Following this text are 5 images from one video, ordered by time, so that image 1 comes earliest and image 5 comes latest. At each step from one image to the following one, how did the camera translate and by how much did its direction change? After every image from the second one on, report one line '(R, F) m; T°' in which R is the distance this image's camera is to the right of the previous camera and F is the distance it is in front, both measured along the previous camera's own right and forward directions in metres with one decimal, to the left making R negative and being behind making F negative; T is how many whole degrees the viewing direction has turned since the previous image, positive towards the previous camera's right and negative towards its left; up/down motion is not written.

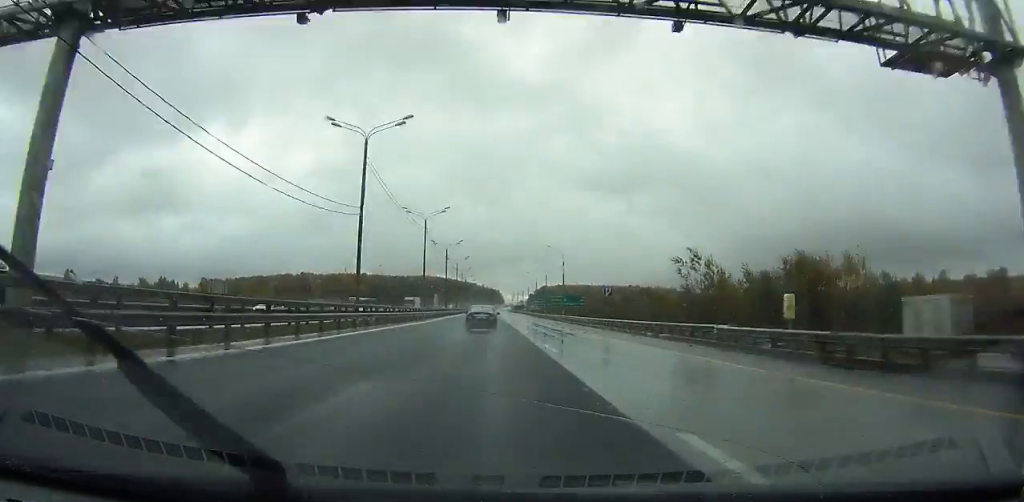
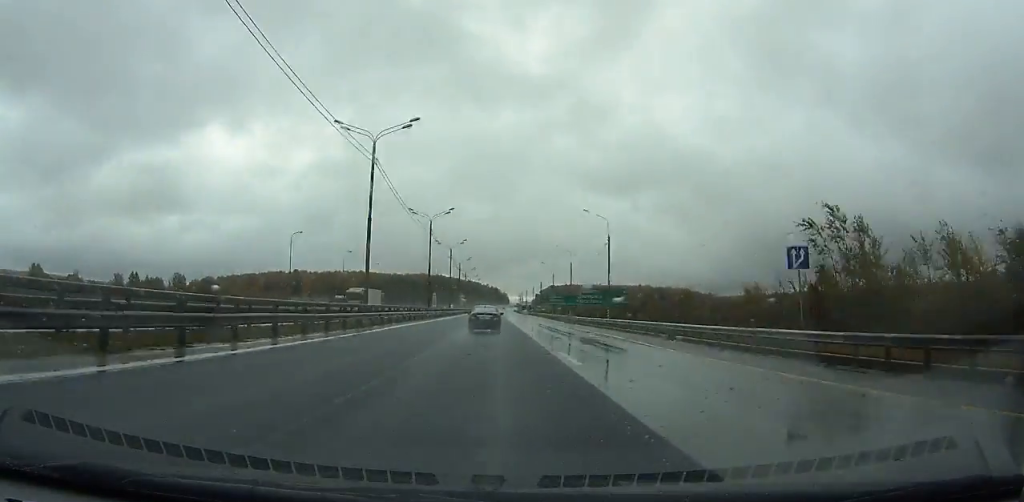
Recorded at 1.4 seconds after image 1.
(-0.1, +36.7) m; 0°
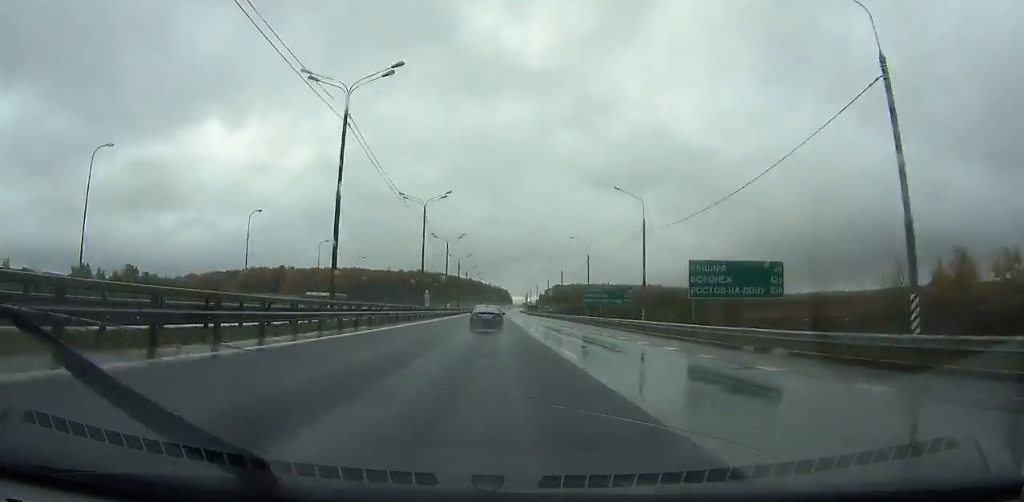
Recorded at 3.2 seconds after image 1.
(-0.1, +46.2) m; 0°
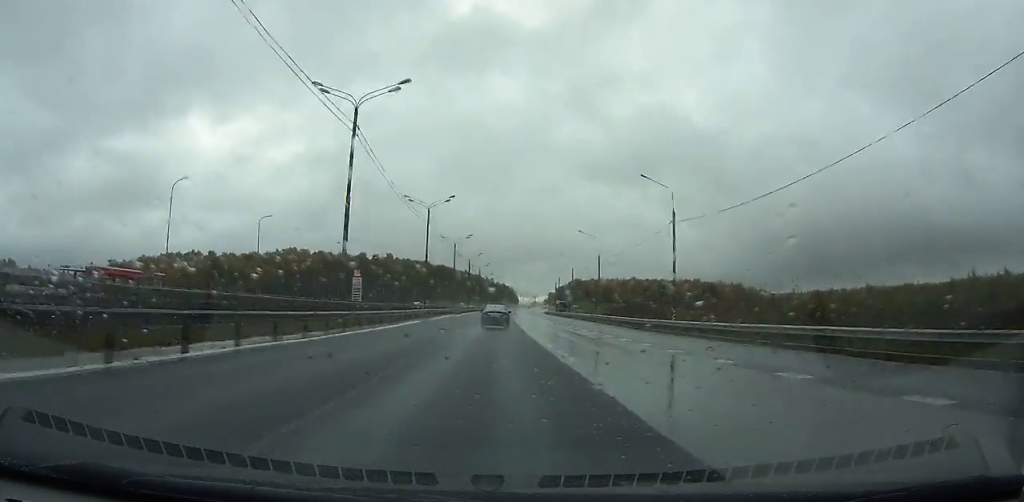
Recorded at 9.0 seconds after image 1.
(-0.6, +145.3) m; 0°
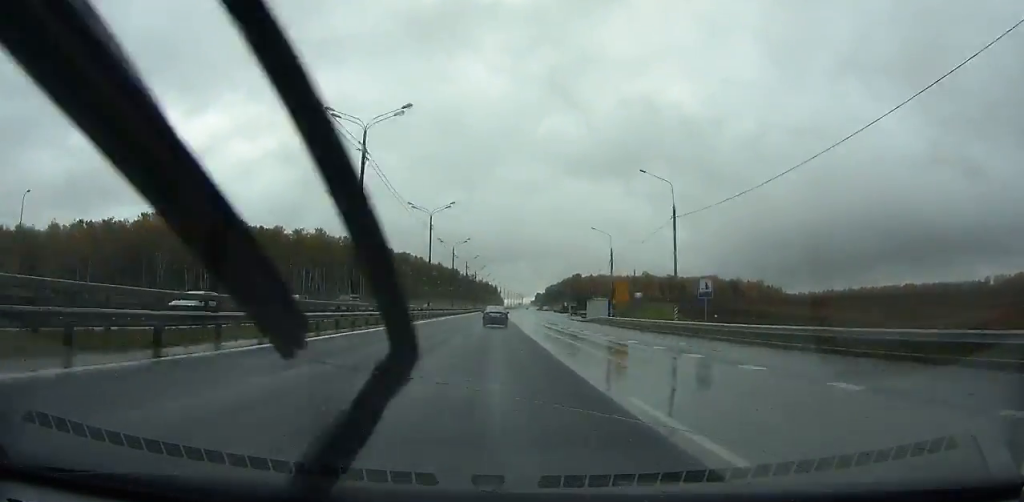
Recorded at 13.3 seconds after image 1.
(+0.5, +106.3) m; +1°
